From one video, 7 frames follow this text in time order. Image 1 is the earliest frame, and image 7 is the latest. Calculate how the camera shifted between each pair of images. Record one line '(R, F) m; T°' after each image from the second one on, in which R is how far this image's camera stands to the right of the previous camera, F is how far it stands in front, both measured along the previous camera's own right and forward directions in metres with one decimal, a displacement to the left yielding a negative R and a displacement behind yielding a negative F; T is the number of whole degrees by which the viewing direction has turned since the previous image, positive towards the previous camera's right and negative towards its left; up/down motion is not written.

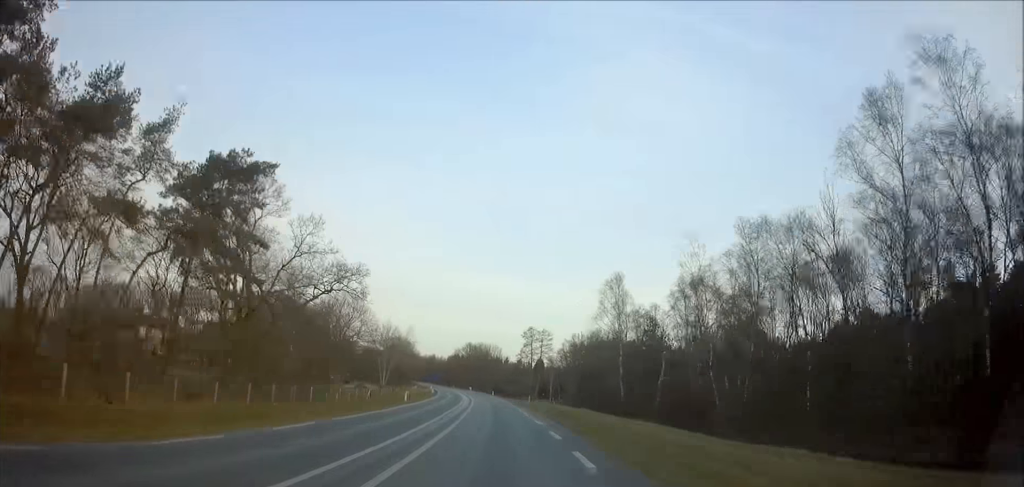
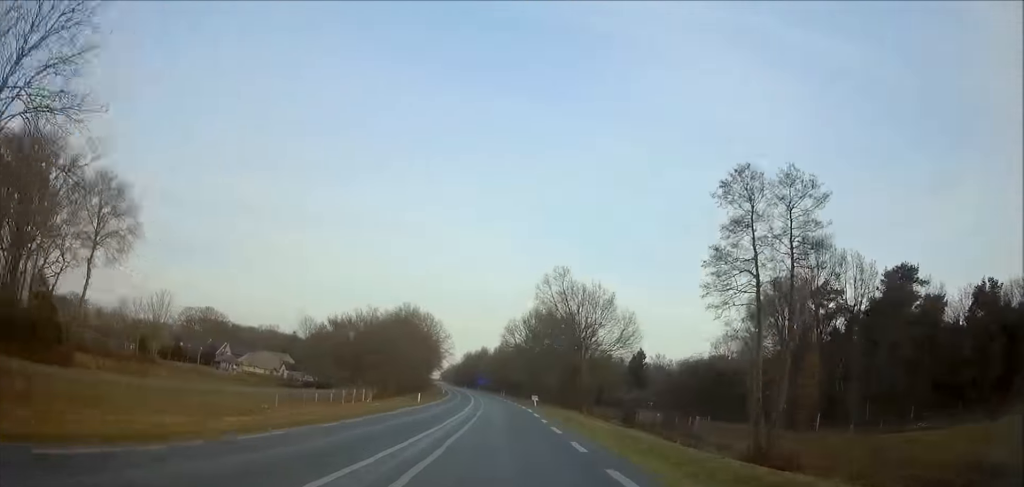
(-4.3, +99.2) m; -5°
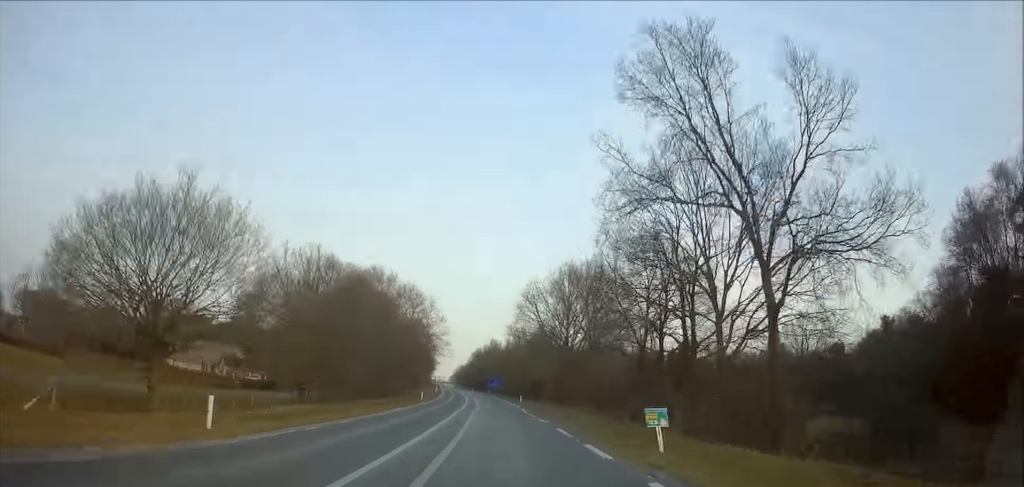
(-0.6, +38.4) m; -2°
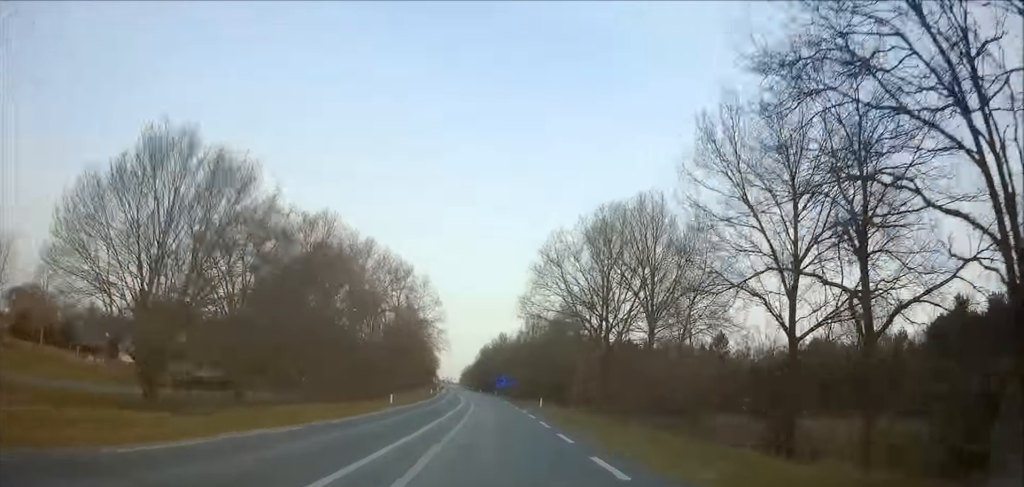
(-0.4, +20.8) m; -1°
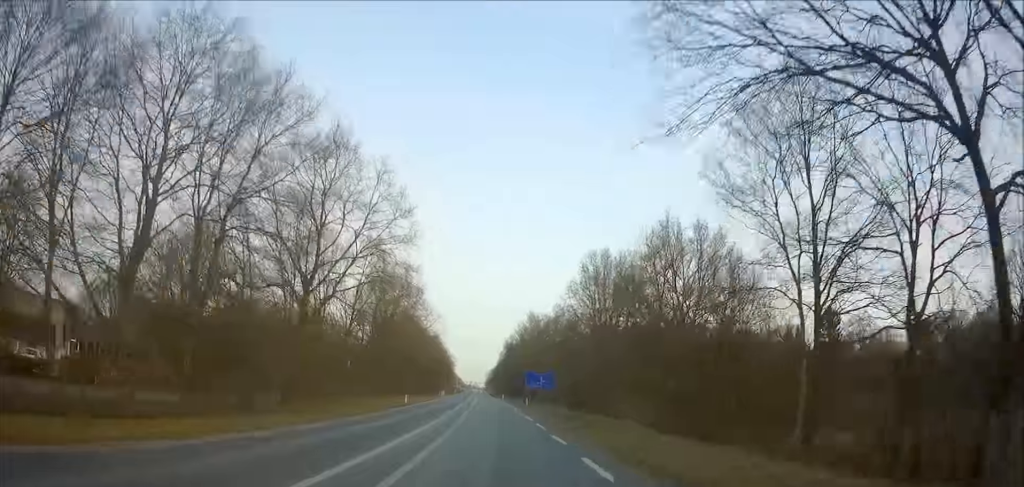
(-1.0, +41.6) m; -3°
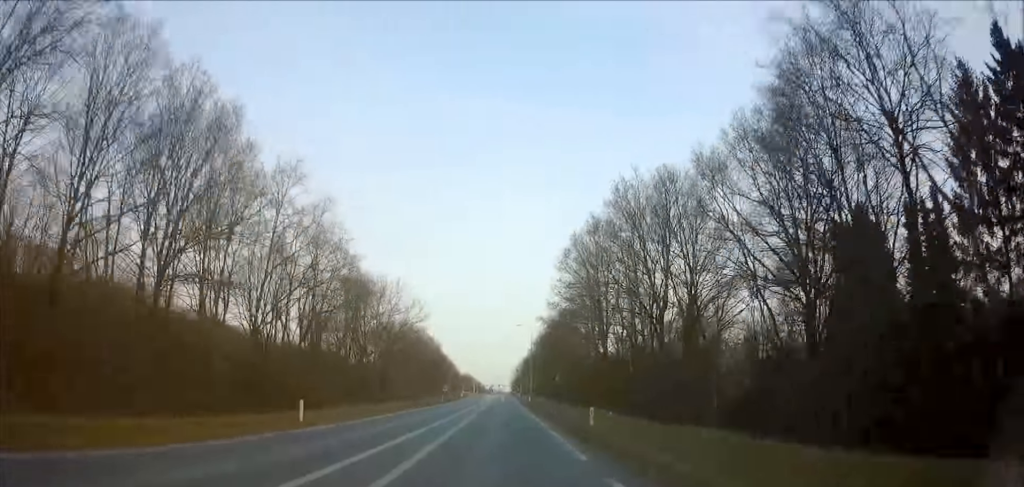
(-5.1, +128.8) m; -2°
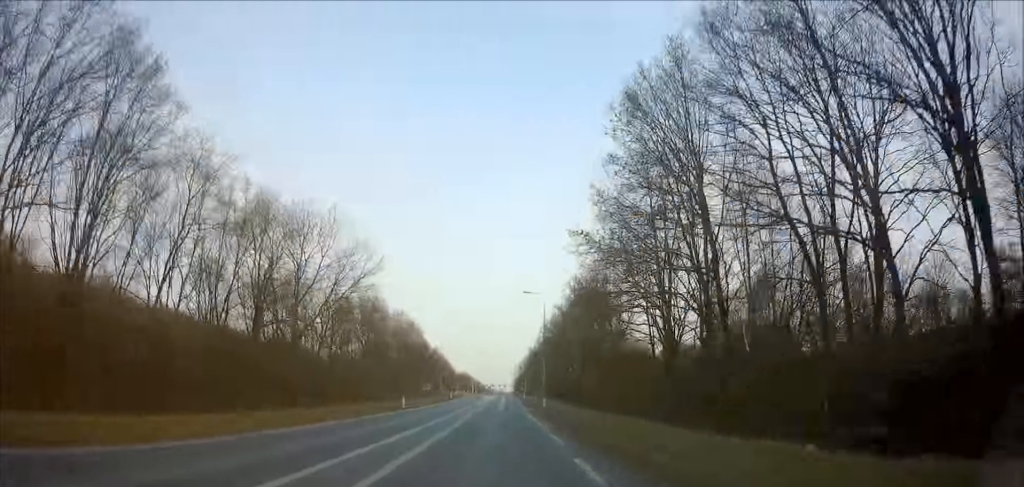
(+0.1, +26.8) m; 0°
